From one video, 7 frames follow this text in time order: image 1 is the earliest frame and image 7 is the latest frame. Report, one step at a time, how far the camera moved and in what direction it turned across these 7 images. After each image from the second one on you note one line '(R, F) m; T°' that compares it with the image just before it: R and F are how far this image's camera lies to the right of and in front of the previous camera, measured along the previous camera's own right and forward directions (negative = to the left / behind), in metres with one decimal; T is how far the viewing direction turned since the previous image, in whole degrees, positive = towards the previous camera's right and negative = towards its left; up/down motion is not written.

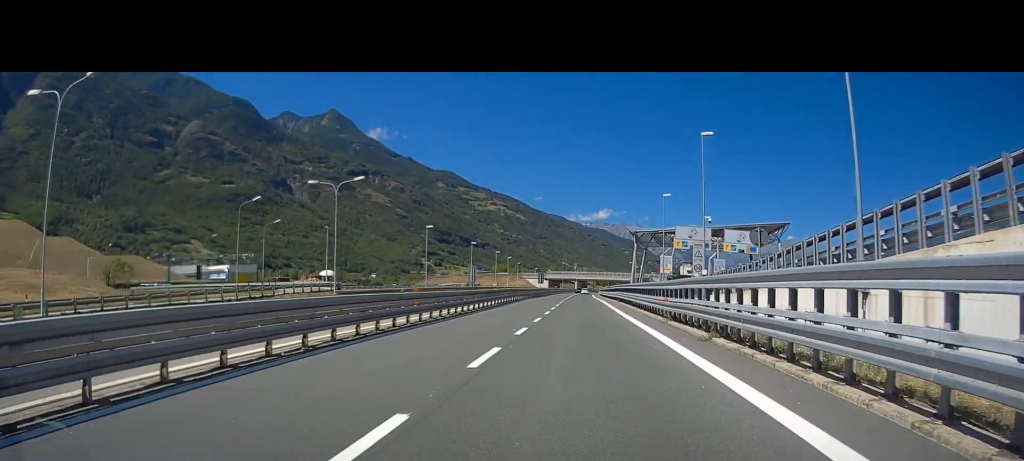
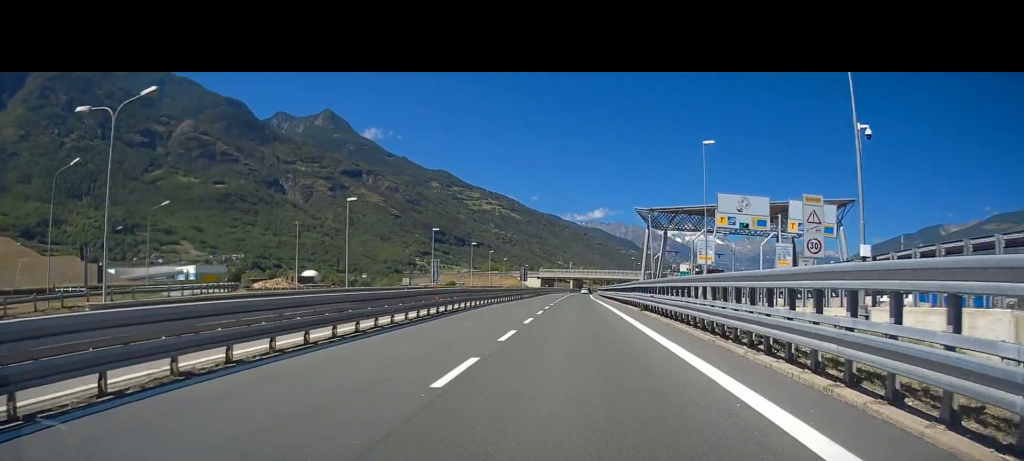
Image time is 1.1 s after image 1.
(-0.1, +24.5) m; 0°
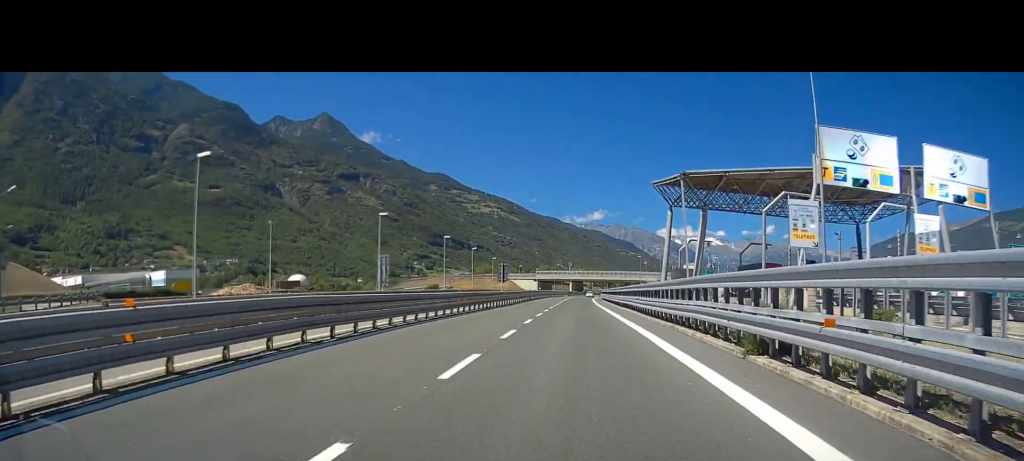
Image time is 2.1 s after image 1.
(+0.2, +21.1) m; +1°
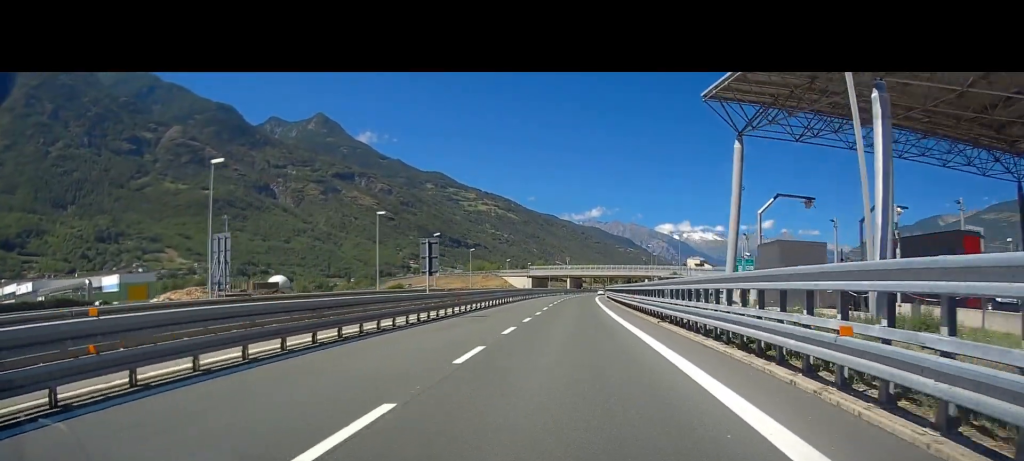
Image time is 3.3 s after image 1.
(0.0, +27.8) m; 0°
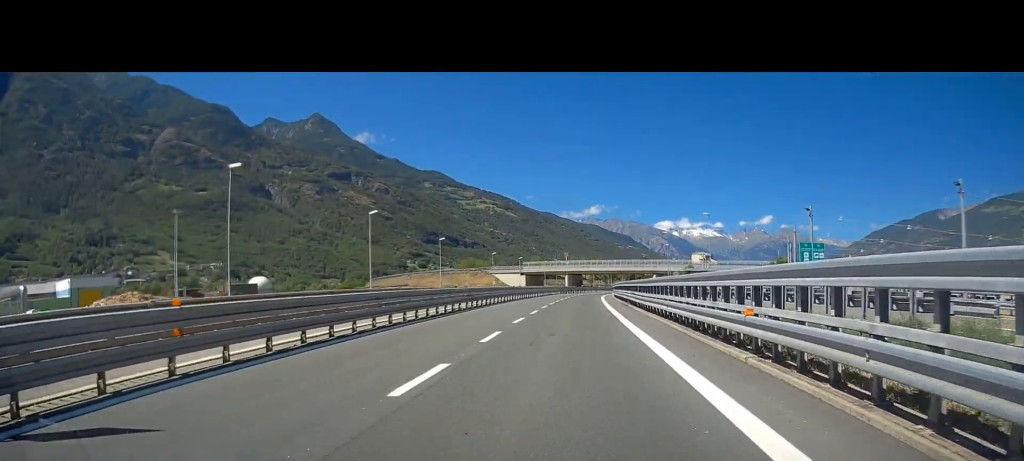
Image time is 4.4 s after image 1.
(-0.1, +25.4) m; -1°
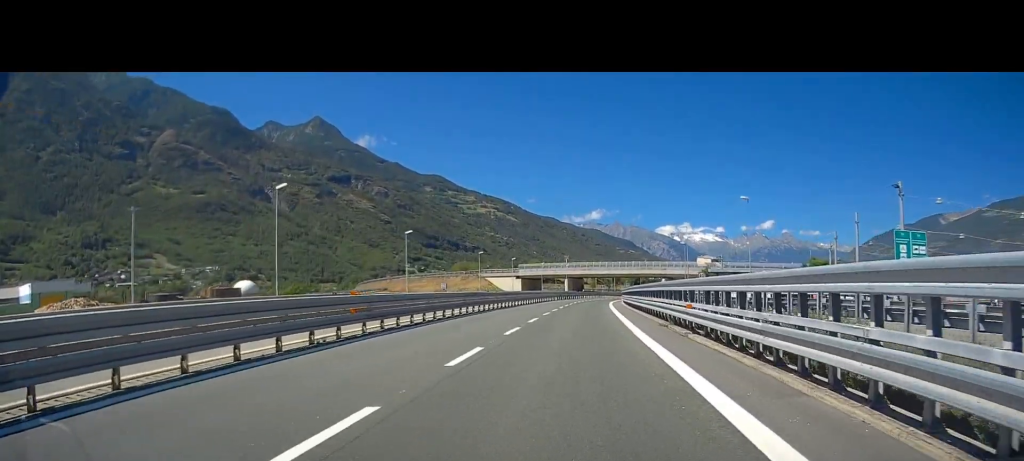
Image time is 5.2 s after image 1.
(-0.2, +18.7) m; 0°
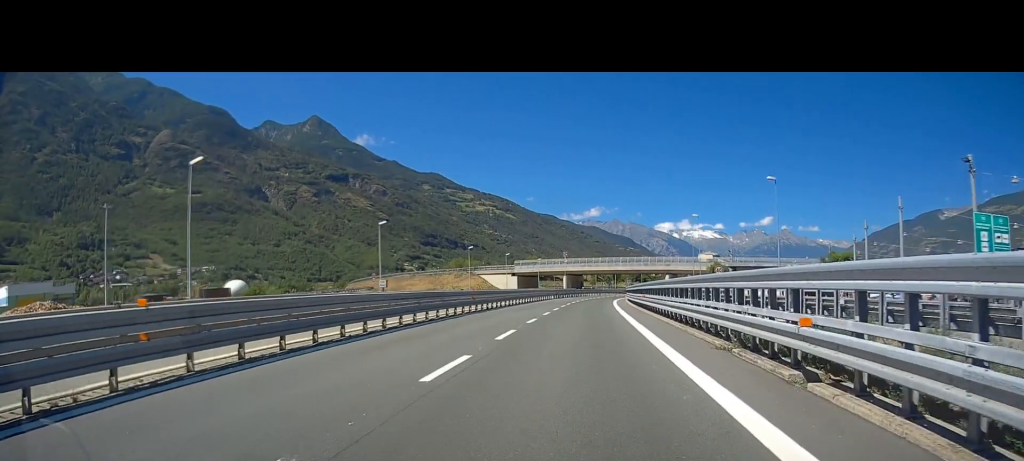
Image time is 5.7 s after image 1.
(-0.1, +9.6) m; 0°
